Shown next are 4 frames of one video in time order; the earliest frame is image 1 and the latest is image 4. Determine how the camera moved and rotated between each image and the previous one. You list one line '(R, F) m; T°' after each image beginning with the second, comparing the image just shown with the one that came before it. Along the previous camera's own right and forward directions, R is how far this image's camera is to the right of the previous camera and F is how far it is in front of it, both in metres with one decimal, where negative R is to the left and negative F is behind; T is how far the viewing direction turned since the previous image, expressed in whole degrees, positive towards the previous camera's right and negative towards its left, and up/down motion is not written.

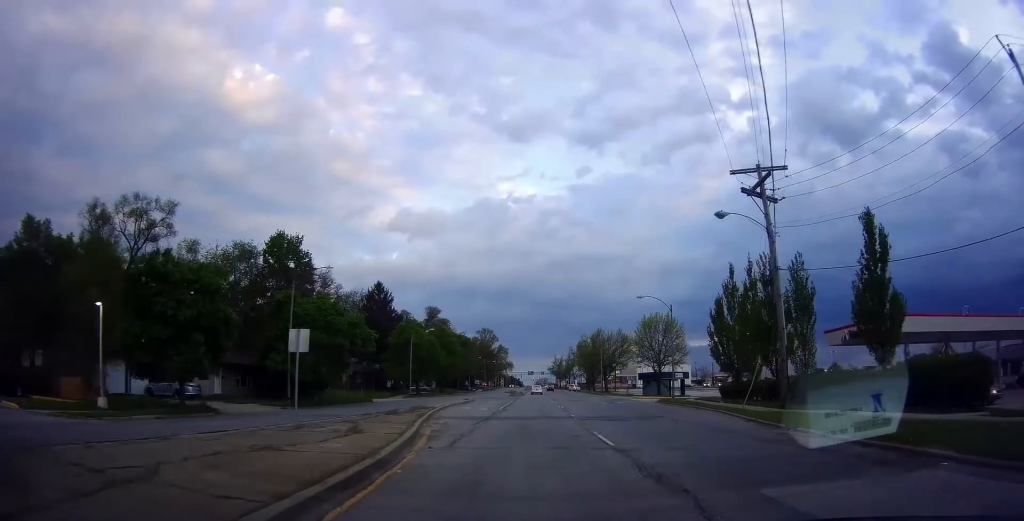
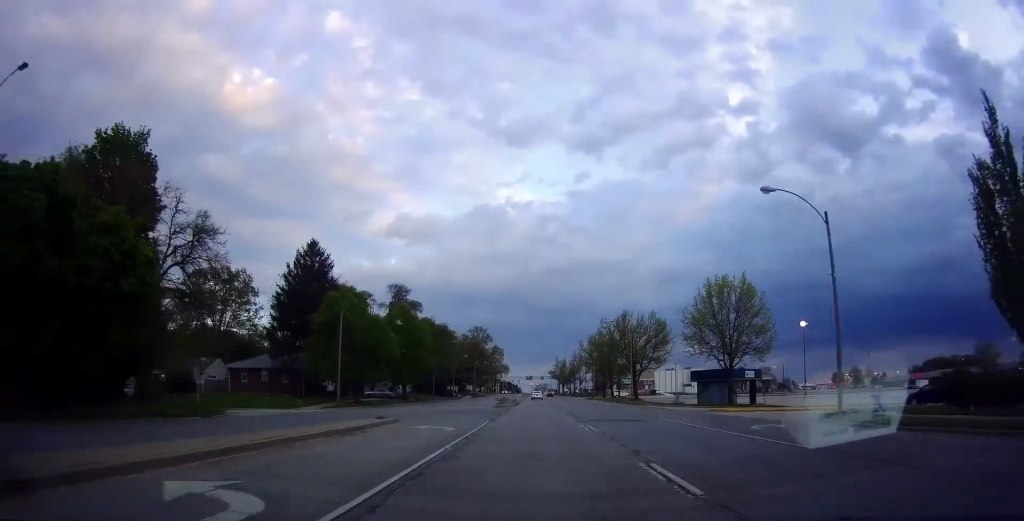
(+0.4, +30.4) m; +3°
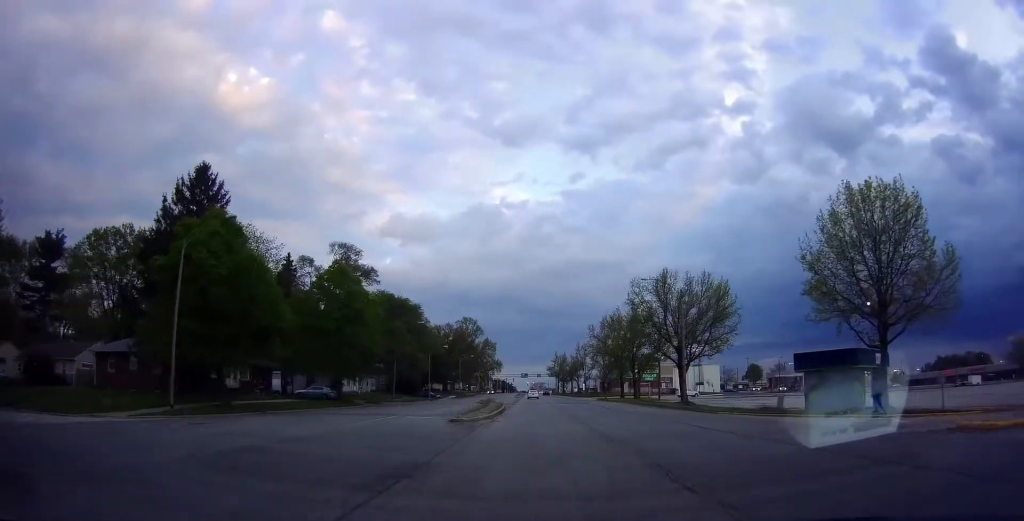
(0.0, +25.9) m; 0°
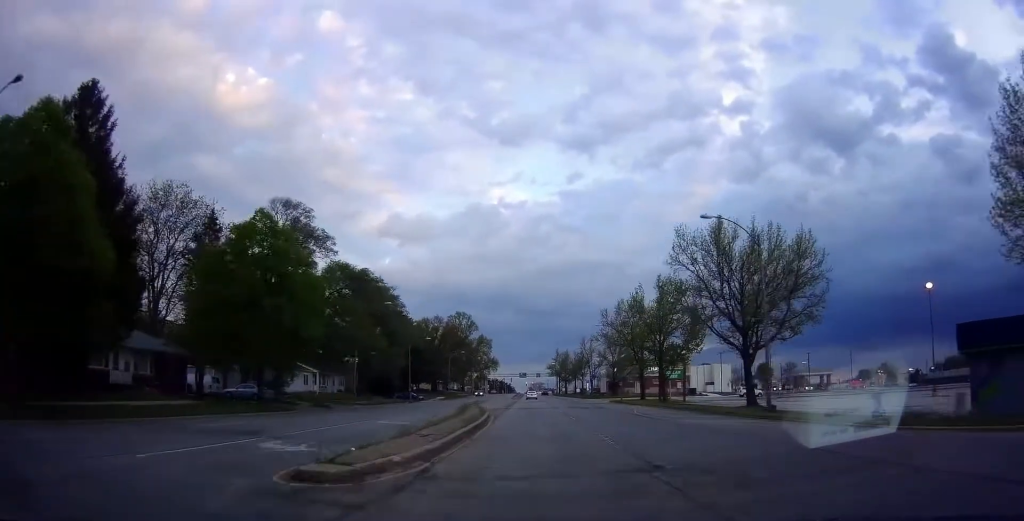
(0.0, +15.8) m; -1°
